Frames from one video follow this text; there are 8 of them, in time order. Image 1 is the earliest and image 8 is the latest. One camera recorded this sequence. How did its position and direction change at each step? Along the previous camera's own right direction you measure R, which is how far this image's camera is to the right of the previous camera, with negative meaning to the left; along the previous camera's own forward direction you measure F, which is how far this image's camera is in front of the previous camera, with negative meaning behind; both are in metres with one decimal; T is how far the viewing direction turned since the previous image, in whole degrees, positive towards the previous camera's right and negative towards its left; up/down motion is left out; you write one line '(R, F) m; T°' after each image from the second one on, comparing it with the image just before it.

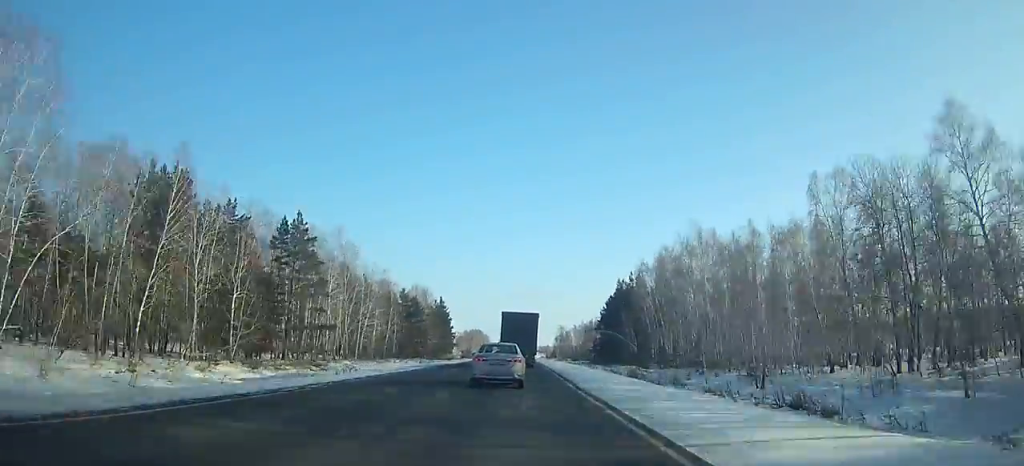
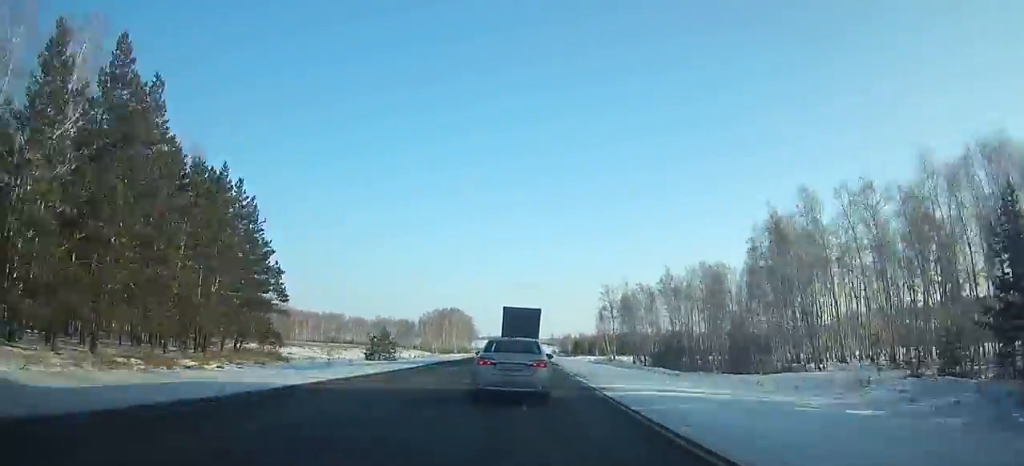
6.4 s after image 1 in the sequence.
(+0.1, +140.7) m; 0°
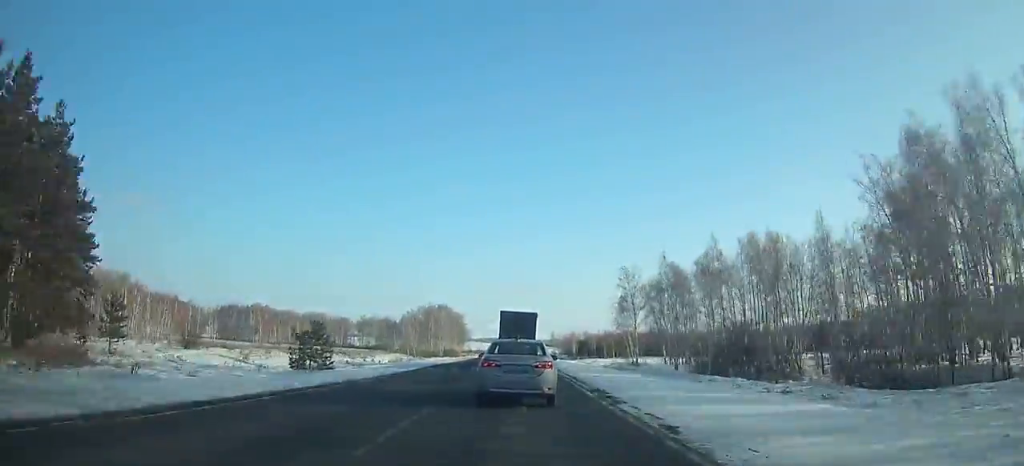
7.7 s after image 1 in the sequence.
(+0.1, +28.0) m; 0°
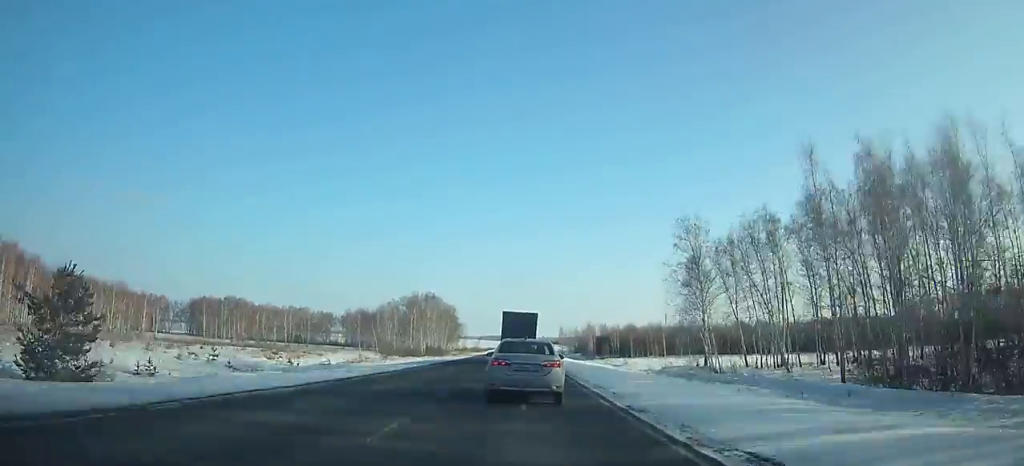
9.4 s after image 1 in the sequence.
(-0.1, +36.3) m; 0°
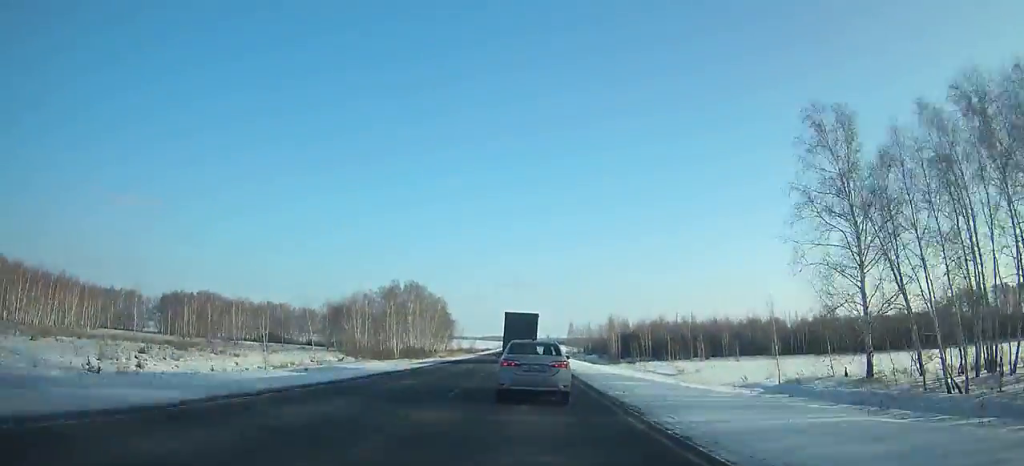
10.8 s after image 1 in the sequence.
(0.0, +30.0) m; 0°
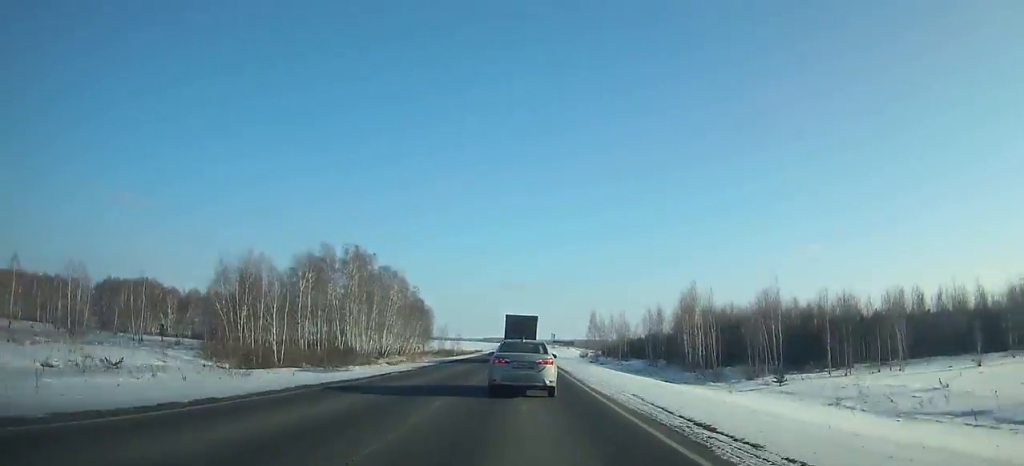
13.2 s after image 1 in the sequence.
(-0.1, +51.3) m; 0°
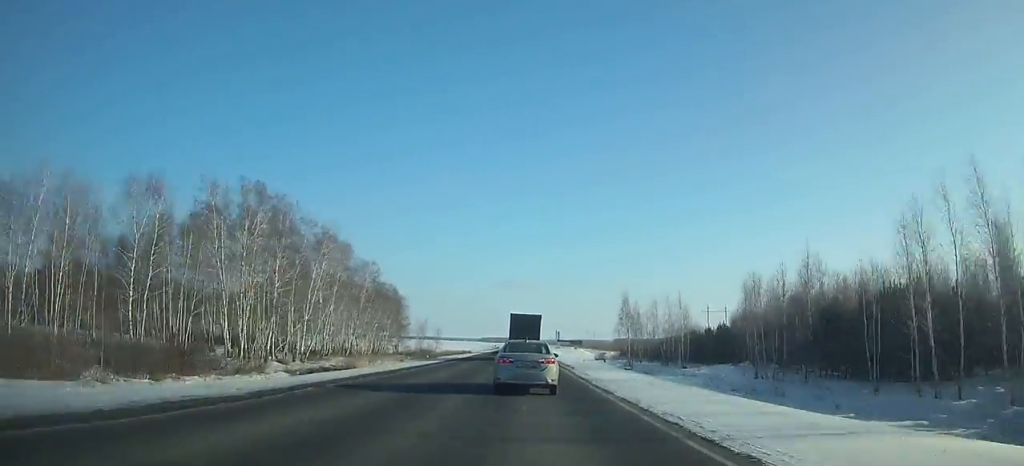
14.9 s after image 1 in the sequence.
(0.0, +36.8) m; 0°
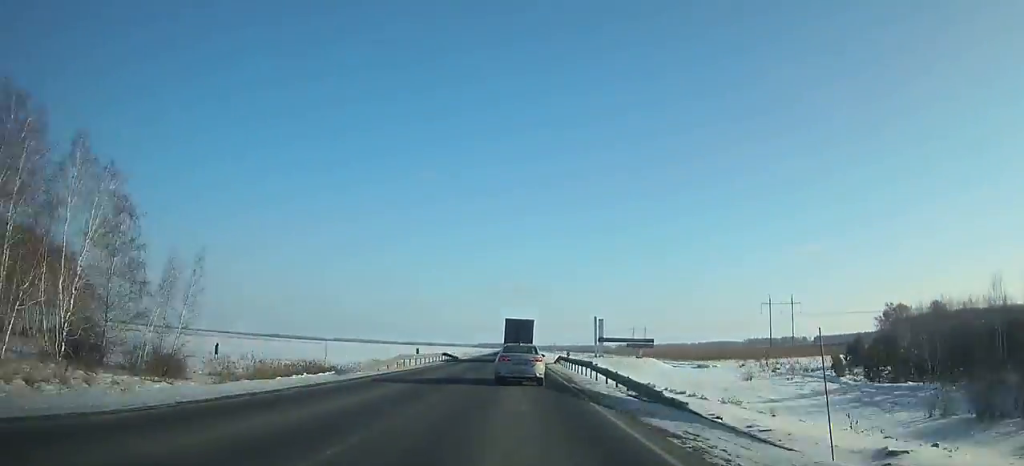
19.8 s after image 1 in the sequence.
(+0.2, +107.4) m; 0°
